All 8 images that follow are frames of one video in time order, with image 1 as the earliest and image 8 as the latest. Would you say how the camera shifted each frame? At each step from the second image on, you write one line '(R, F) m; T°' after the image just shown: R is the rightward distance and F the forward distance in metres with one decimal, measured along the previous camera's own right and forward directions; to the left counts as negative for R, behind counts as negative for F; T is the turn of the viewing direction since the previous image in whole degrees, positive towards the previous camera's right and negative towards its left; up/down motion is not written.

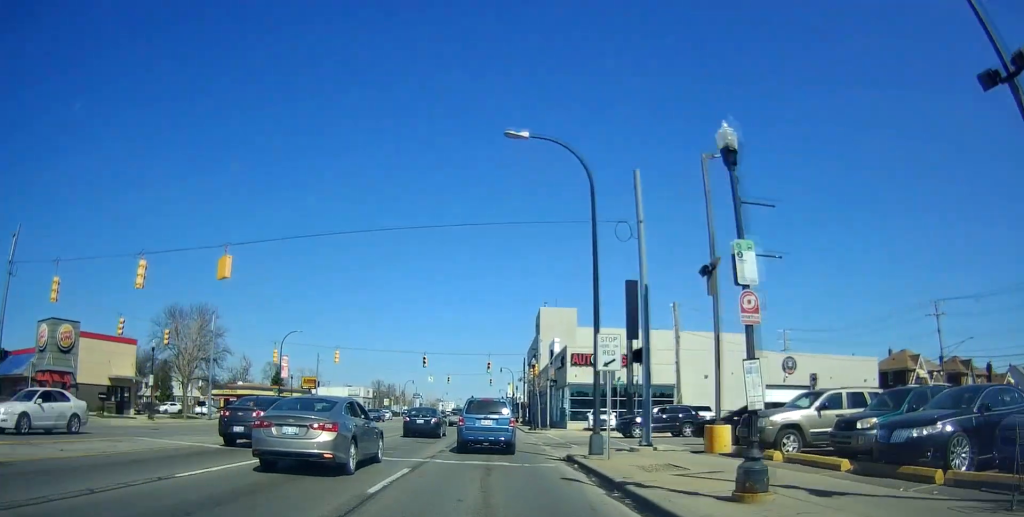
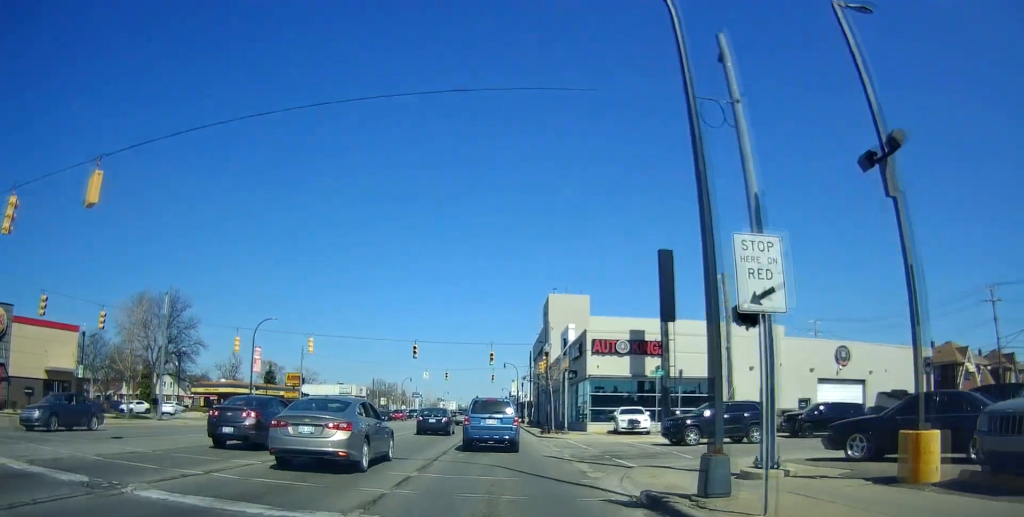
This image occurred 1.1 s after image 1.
(+0.1, +7.9) m; -1°
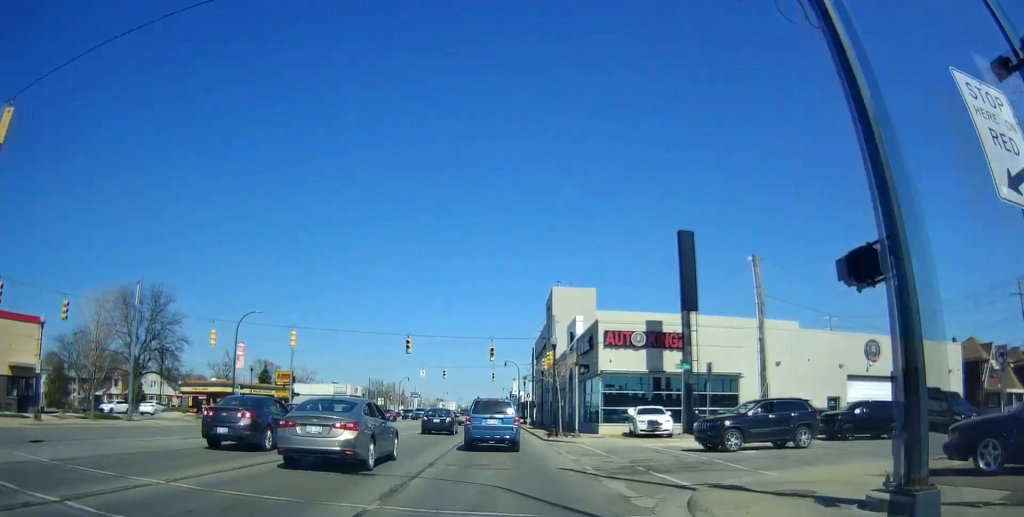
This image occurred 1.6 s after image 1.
(-0.1, +4.0) m; +1°
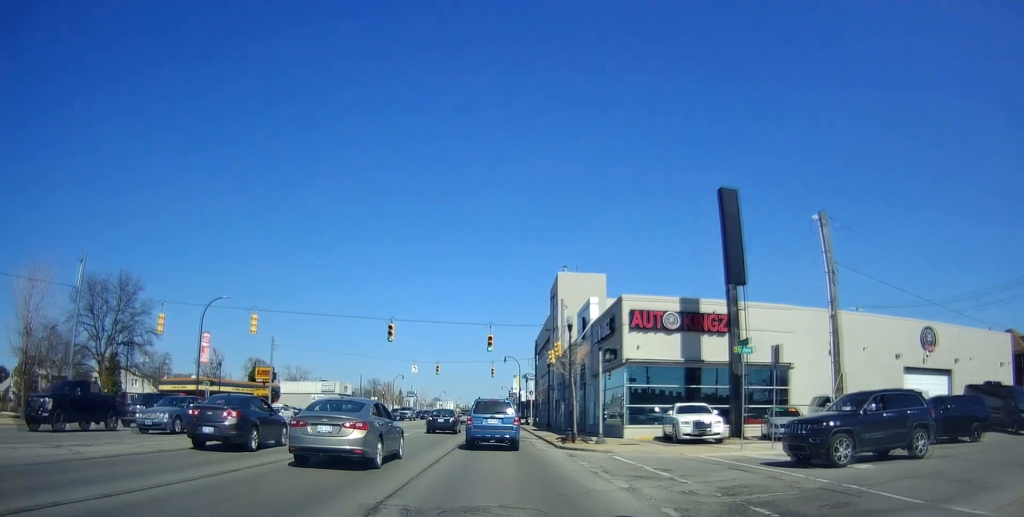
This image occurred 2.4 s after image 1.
(+0.1, +6.5) m; 0°
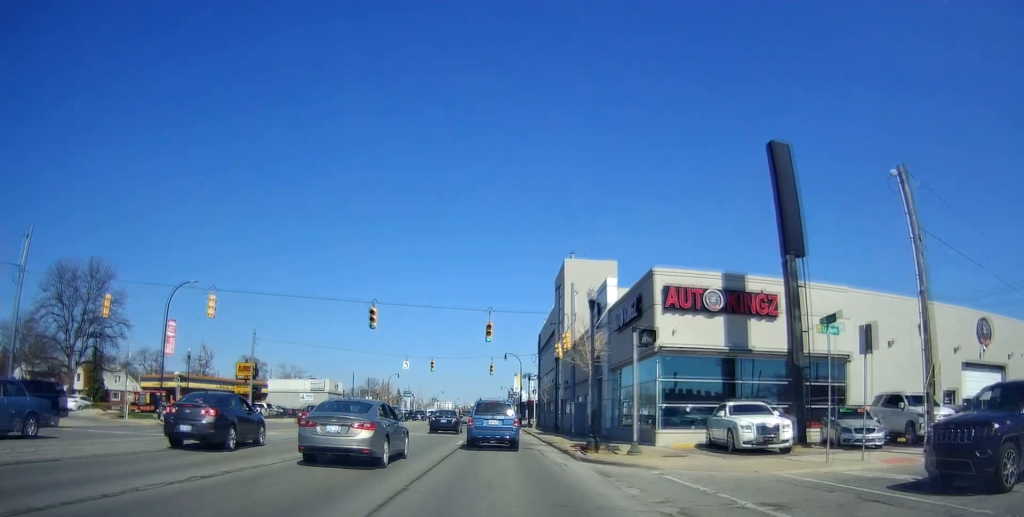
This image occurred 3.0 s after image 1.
(+0.4, +5.4) m; -1°
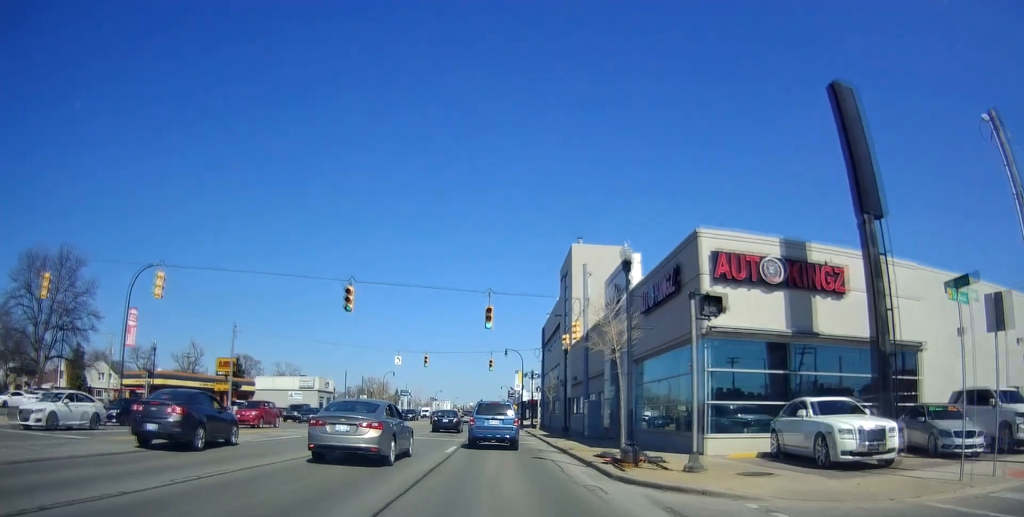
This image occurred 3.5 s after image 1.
(-0.5, +5.2) m; -3°
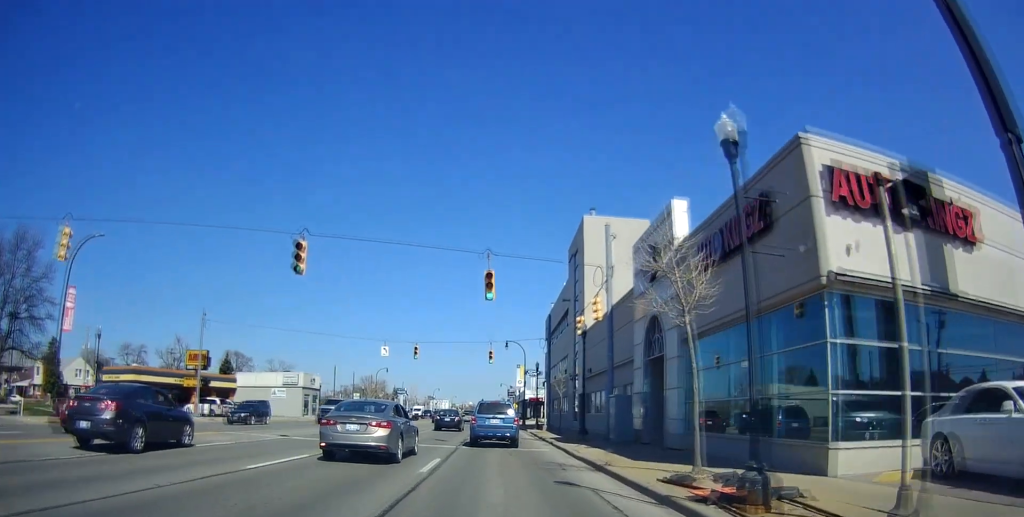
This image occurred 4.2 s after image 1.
(-0.3, +6.7) m; -2°
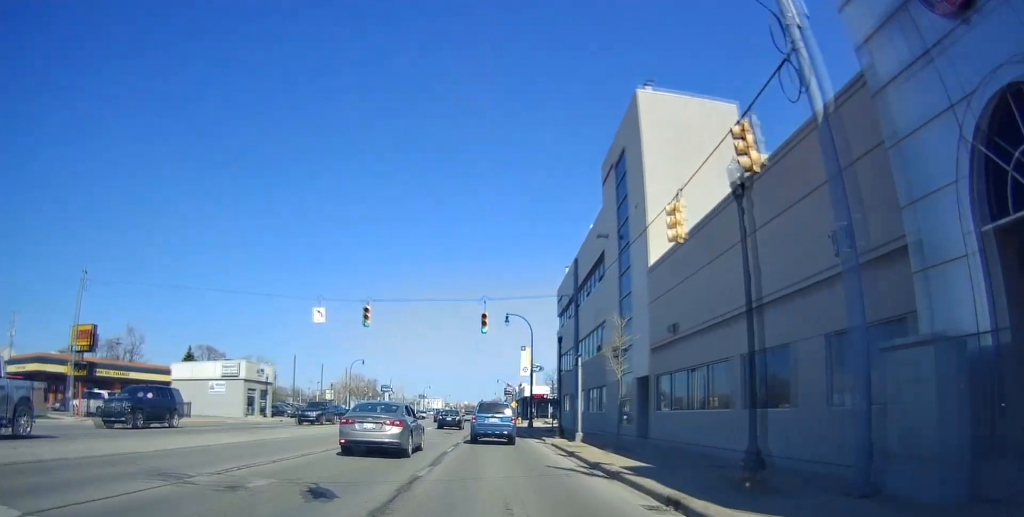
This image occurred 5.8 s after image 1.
(+0.5, +17.9) m; +3°
